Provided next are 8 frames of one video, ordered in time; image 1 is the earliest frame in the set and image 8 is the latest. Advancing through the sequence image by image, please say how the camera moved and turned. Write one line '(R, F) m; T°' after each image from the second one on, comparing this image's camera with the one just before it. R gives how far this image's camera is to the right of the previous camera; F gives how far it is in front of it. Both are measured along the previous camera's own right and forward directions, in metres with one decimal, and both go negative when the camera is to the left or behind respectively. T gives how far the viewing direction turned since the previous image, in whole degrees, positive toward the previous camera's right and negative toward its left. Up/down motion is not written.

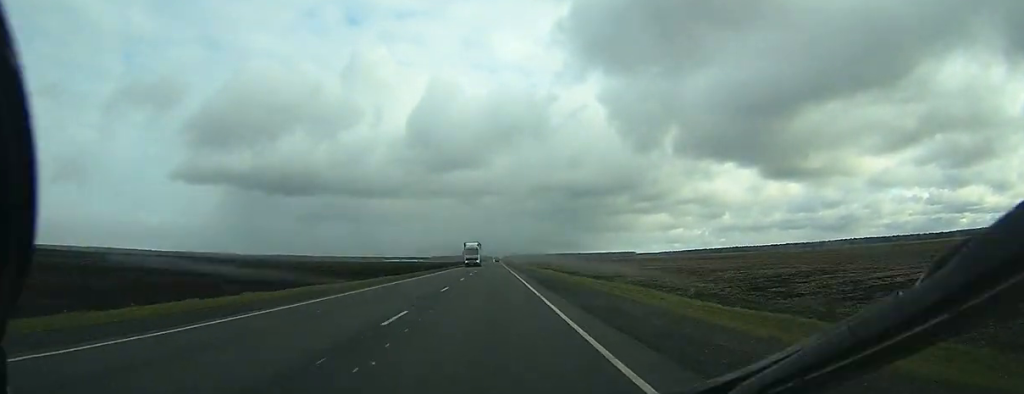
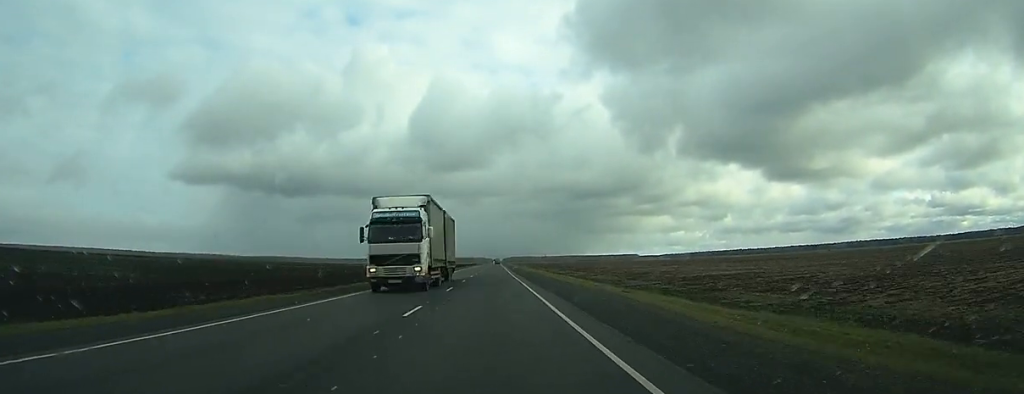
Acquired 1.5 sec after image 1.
(0.0, +51.6) m; 0°
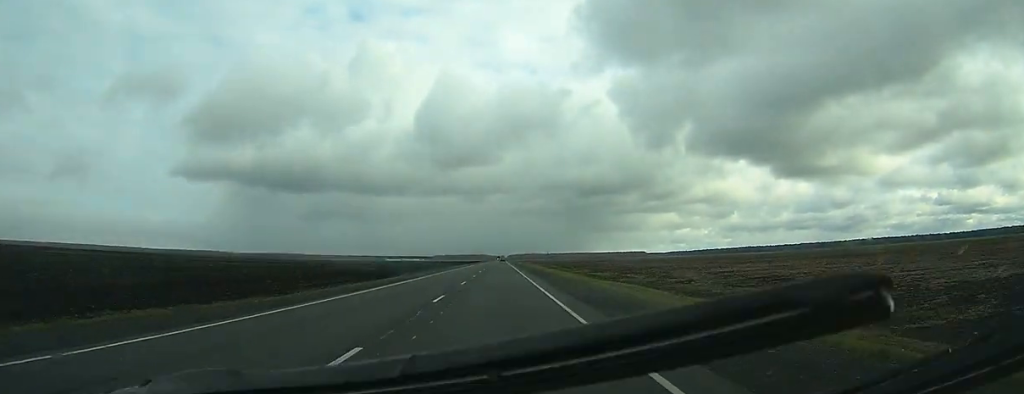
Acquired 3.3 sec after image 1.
(-0.1, +66.0) m; 0°
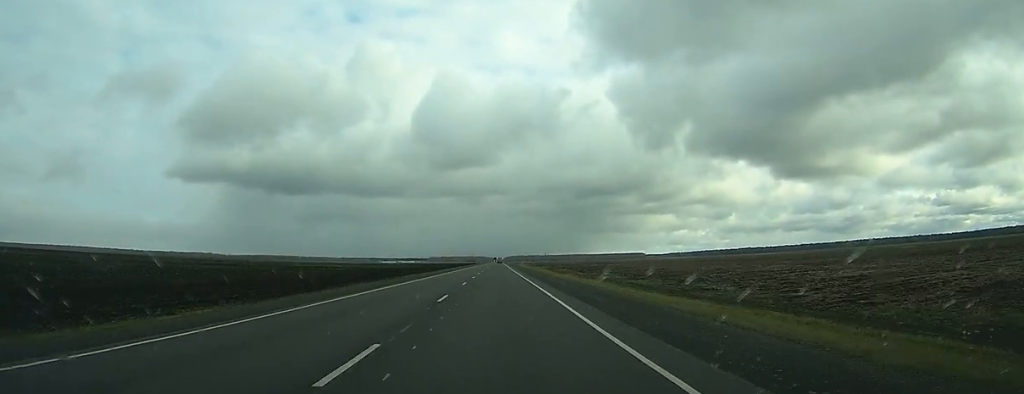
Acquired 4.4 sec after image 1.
(-0.1, +42.2) m; 0°
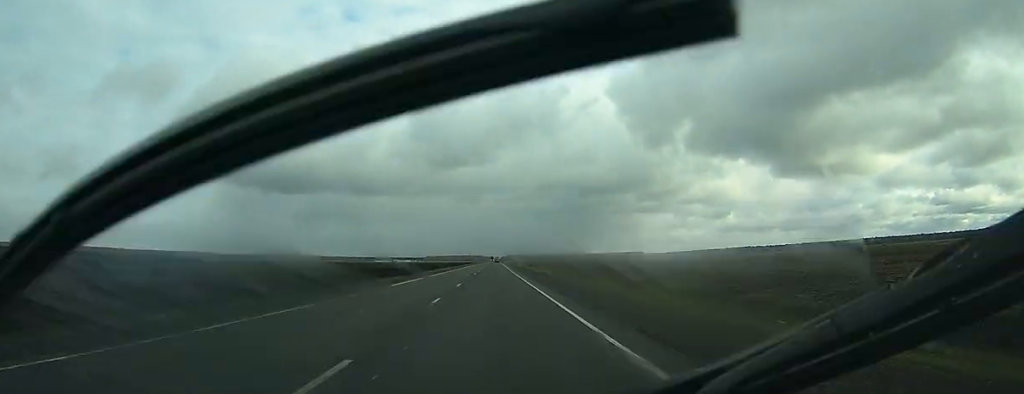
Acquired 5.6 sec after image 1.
(0.0, +42.7) m; 0°
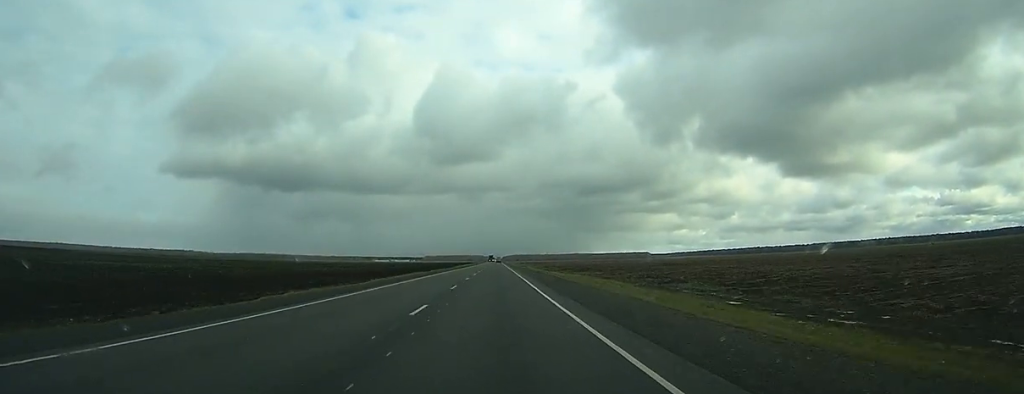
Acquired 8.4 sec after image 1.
(+0.4, +91.6) m; 0°
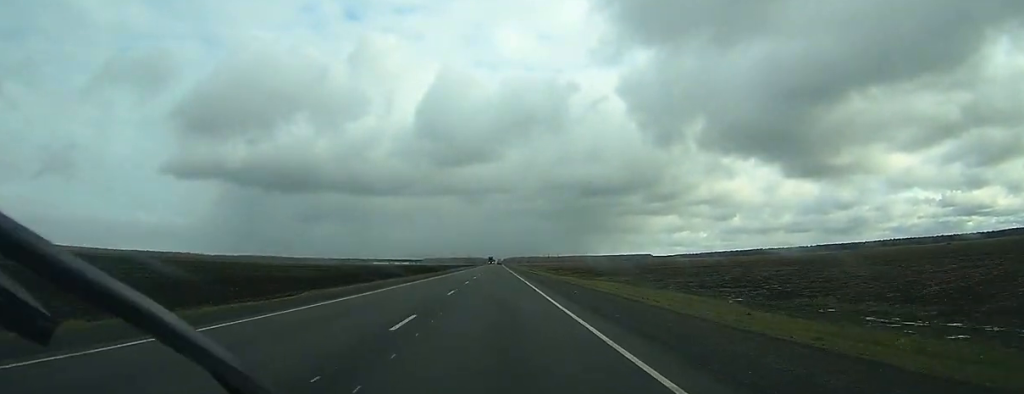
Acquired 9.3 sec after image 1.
(0.0, +25.7) m; 0°
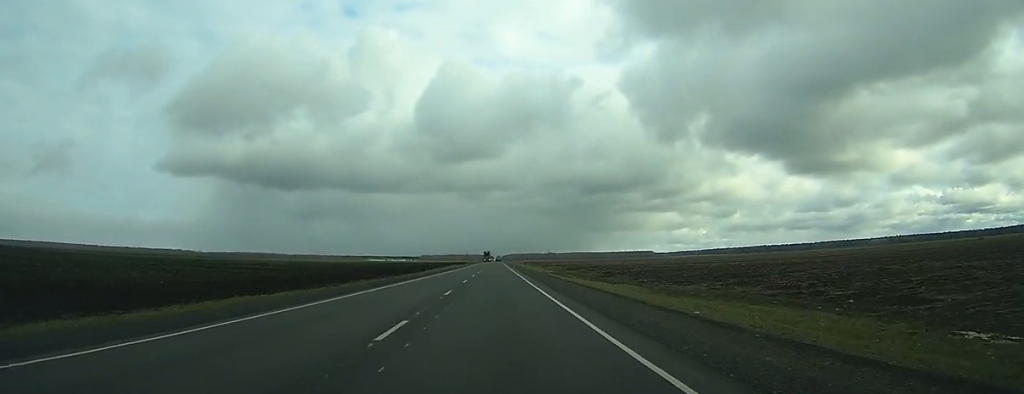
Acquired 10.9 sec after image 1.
(-0.3, +44.5) m; 0°
